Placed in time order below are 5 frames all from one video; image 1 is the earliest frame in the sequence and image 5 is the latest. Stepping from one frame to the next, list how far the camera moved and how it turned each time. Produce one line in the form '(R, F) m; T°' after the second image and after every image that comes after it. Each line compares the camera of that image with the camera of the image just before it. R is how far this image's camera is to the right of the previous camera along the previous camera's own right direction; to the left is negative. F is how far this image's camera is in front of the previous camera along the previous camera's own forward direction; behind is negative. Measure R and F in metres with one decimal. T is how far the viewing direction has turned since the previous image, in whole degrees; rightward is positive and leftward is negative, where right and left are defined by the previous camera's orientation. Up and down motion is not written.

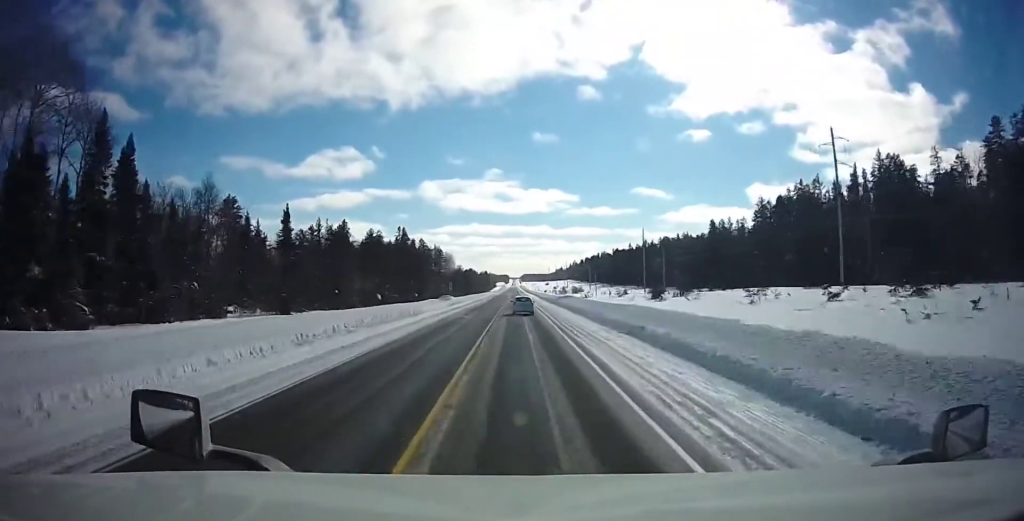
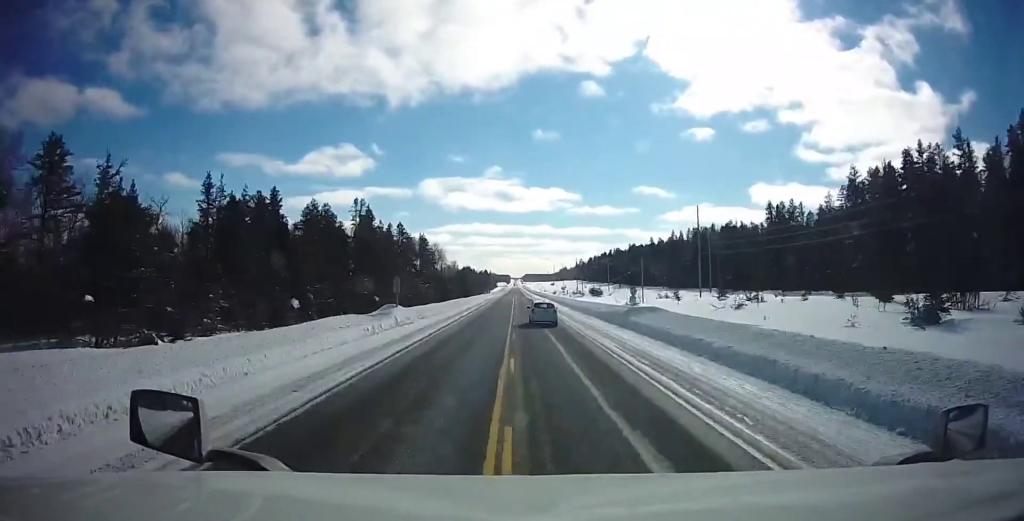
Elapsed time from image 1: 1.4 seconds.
(-0.1, +42.2) m; 0°
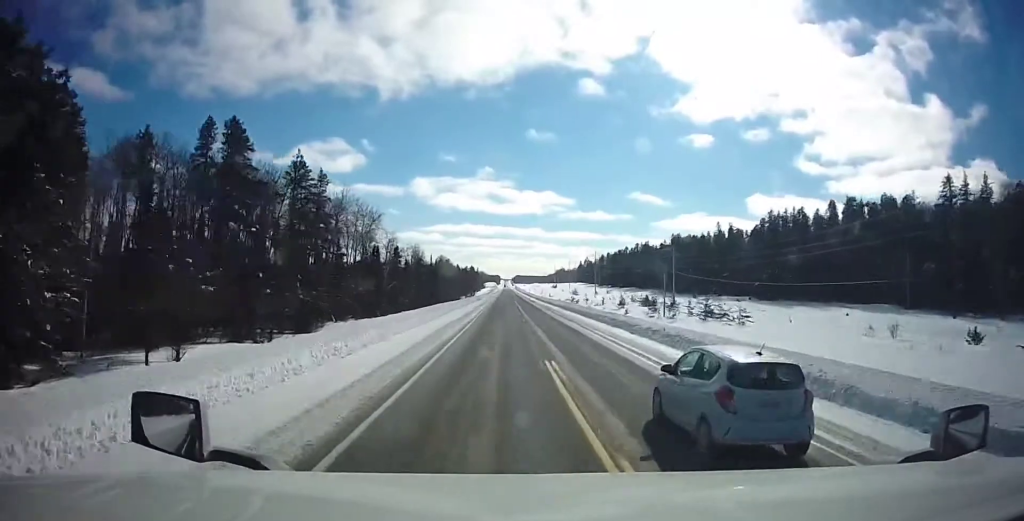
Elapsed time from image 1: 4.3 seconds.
(0.0, +90.3) m; 0°
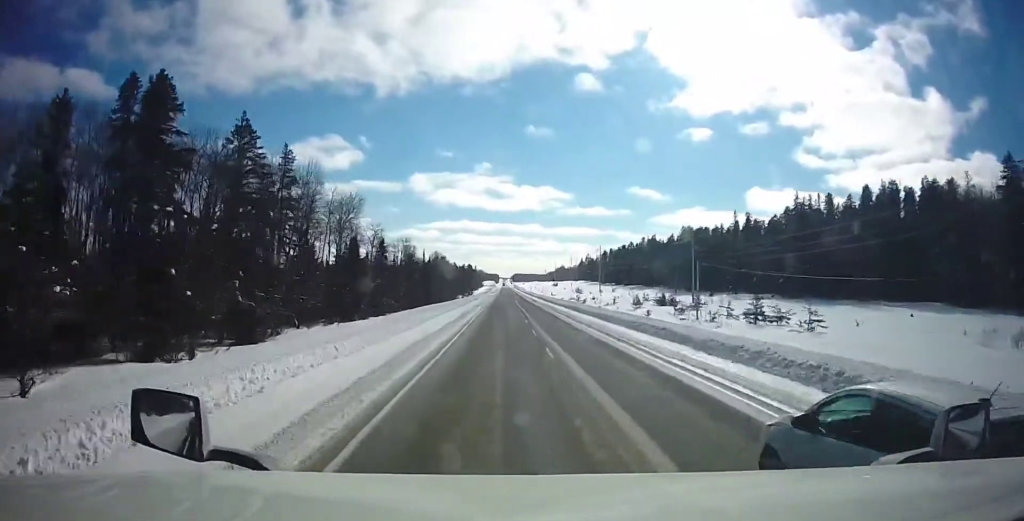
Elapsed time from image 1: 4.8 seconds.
(0.0, +13.6) m; 0°
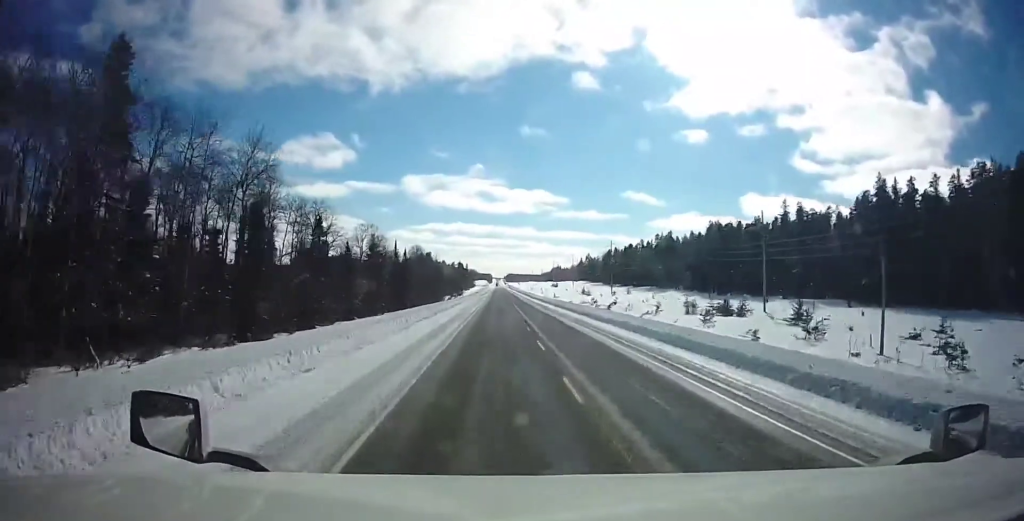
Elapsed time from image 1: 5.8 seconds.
(0.0, +33.7) m; 0°
